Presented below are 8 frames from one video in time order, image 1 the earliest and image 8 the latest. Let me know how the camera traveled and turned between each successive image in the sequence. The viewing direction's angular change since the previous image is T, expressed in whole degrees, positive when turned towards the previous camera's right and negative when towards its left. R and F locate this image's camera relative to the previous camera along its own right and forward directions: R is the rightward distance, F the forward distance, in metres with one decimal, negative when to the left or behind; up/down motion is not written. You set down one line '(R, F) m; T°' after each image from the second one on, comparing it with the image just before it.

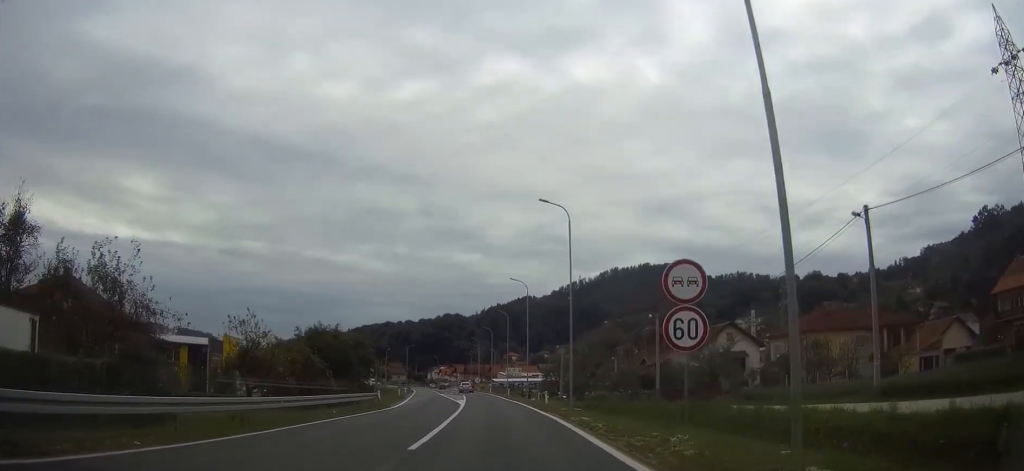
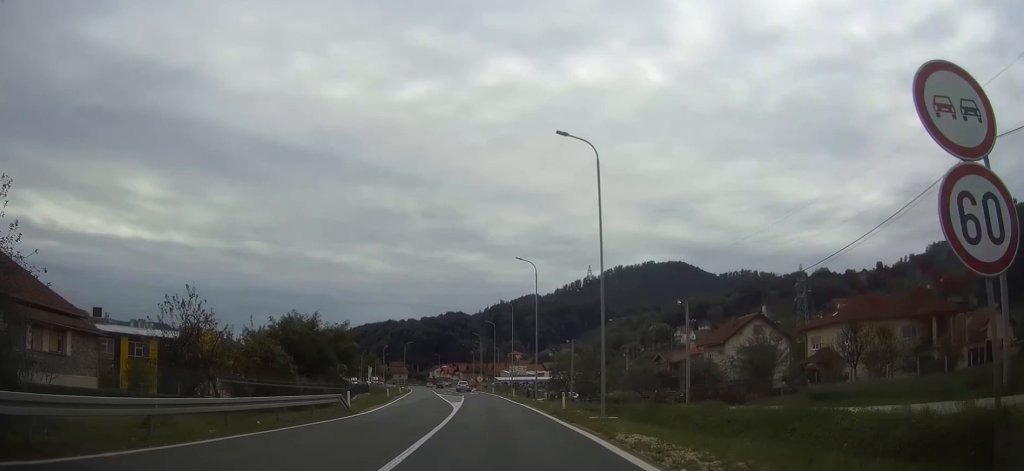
(0.0, +9.2) m; 0°
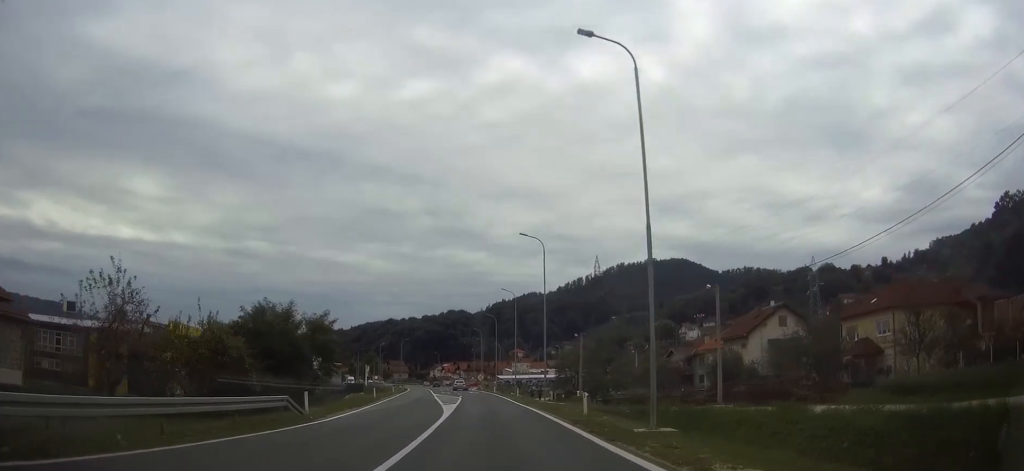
(0.0, +7.5) m; 0°
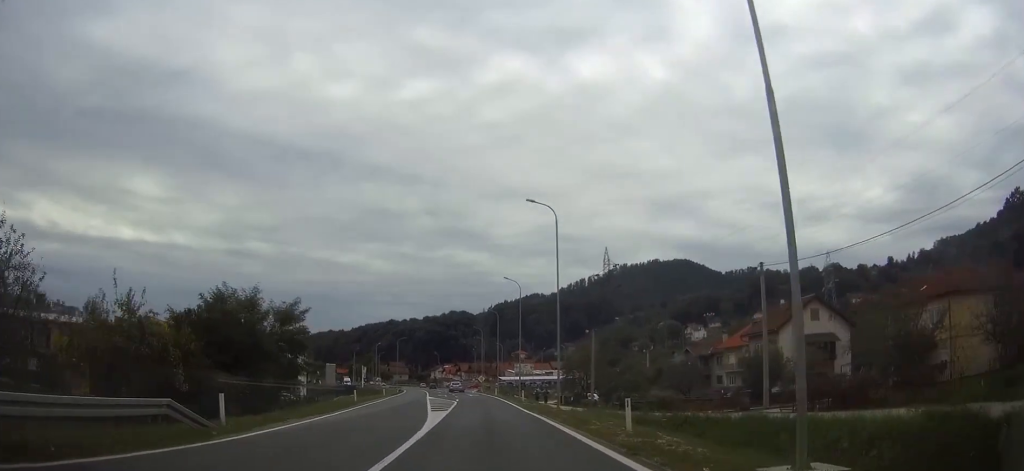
(0.0, +8.1) m; 0°
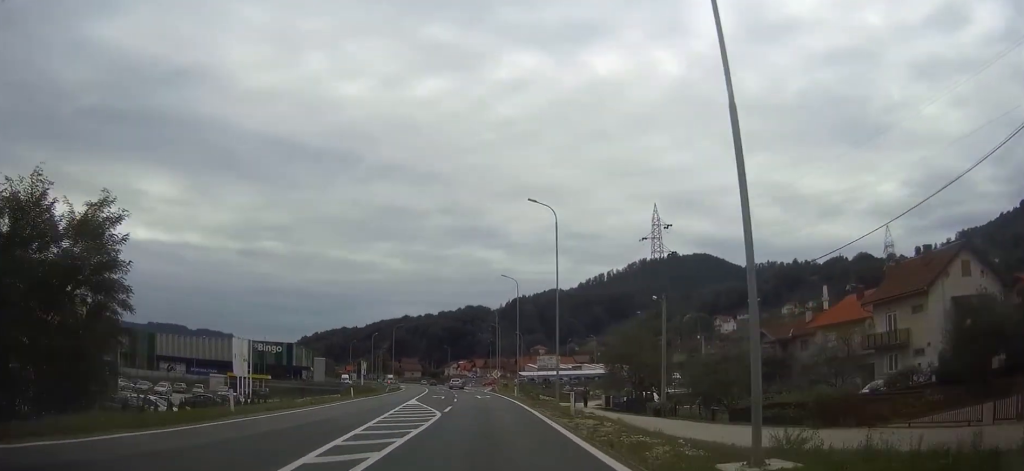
(-0.2, +24.4) m; -1°
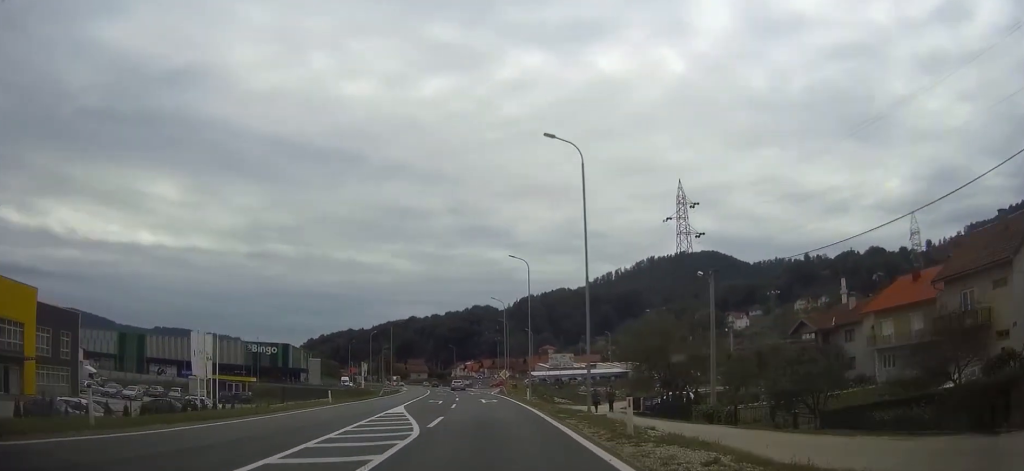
(0.0, +9.3) m; -1°
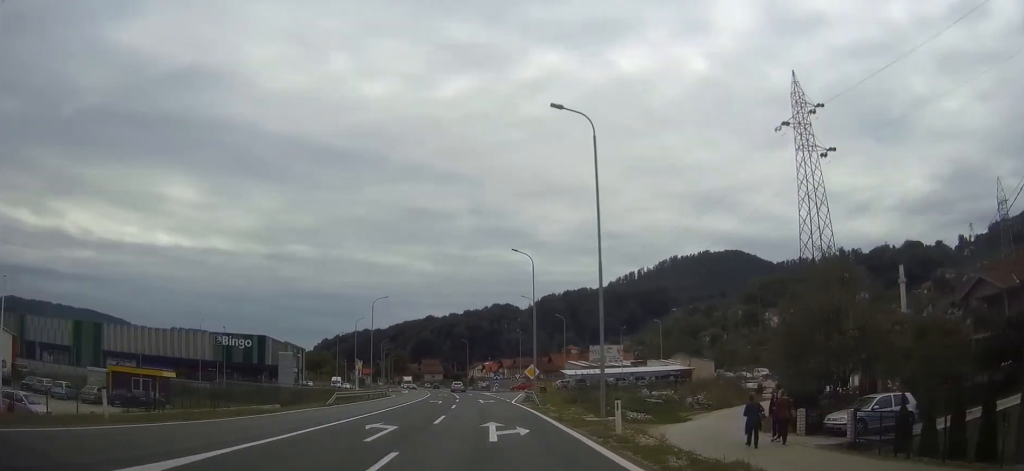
(-0.5, +27.9) m; -2°
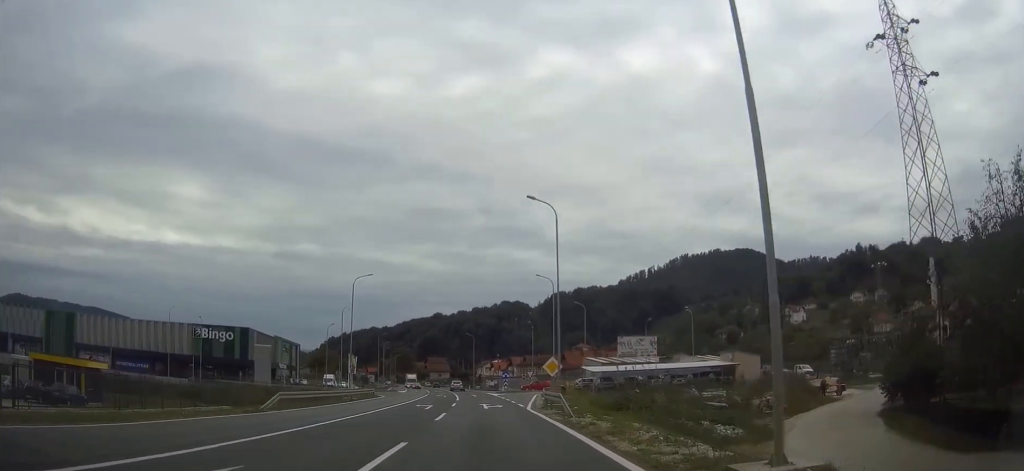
(0.0, +13.3) m; -1°
